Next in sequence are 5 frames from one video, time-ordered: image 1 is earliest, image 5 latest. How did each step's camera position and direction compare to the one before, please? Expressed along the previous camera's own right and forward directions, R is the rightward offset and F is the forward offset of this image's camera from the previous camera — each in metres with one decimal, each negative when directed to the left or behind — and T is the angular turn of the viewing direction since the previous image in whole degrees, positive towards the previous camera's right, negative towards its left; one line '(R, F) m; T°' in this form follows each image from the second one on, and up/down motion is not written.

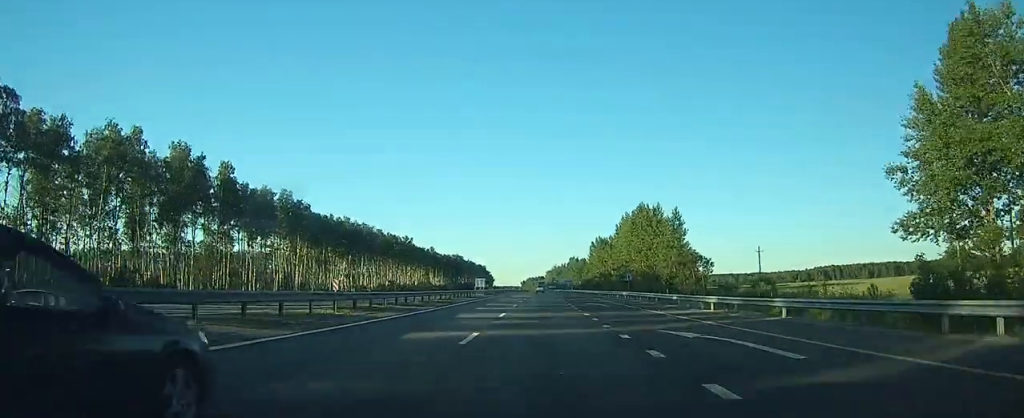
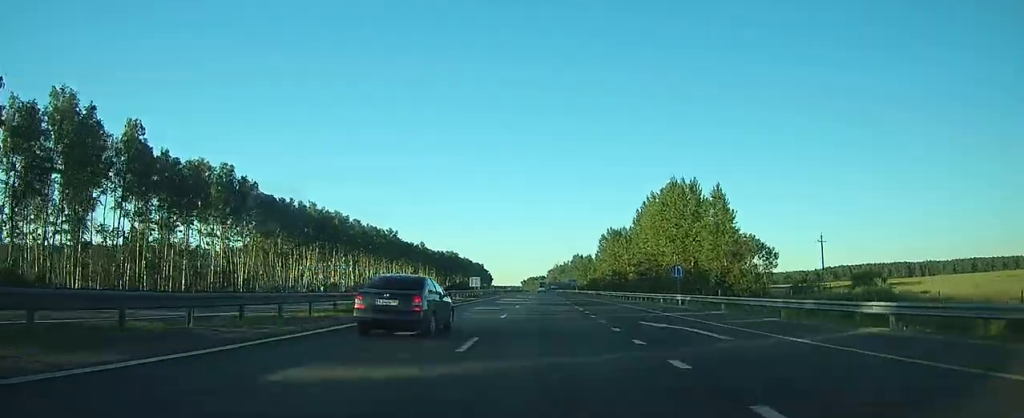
(-0.6, +25.4) m; -1°
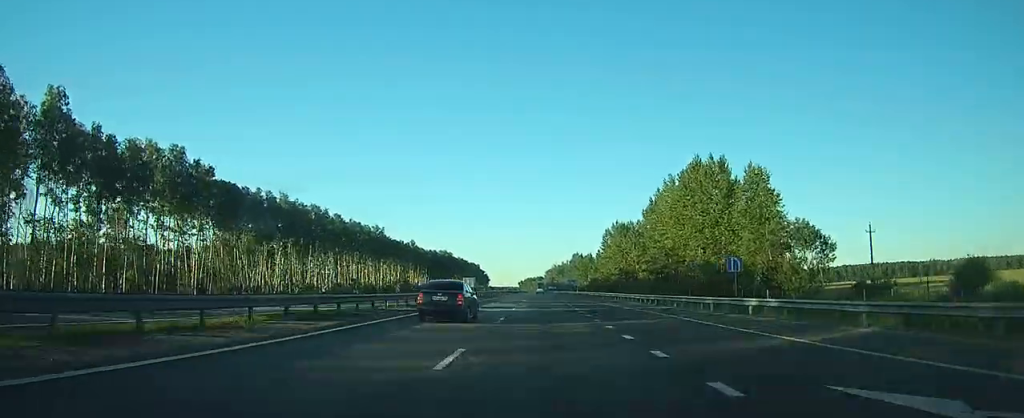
(+0.1, +14.4) m; 0°
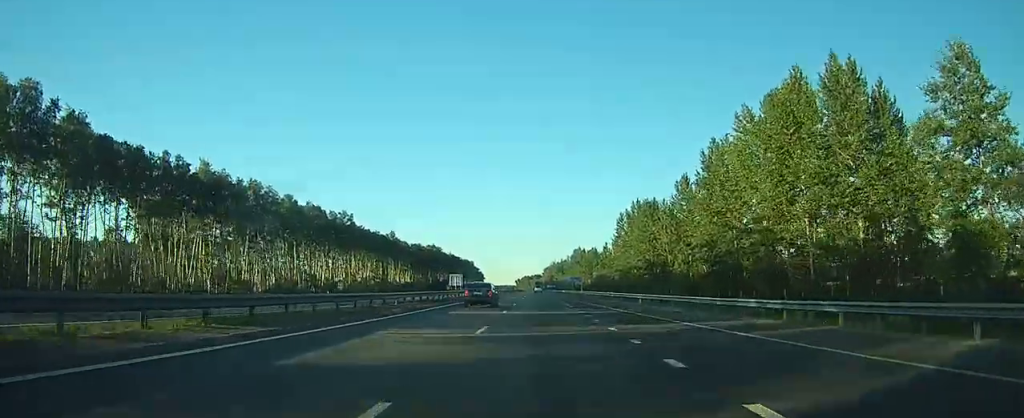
(+0.1, +29.6) m; 0°
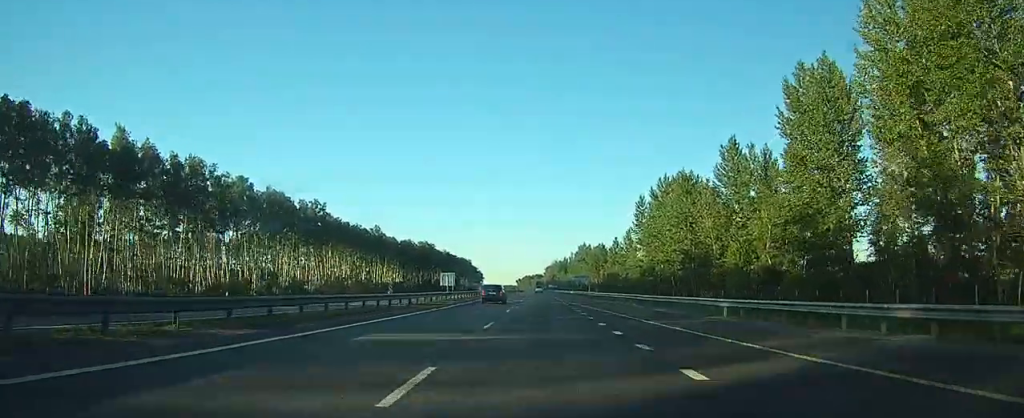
(0.0, +21.1) m; 0°
